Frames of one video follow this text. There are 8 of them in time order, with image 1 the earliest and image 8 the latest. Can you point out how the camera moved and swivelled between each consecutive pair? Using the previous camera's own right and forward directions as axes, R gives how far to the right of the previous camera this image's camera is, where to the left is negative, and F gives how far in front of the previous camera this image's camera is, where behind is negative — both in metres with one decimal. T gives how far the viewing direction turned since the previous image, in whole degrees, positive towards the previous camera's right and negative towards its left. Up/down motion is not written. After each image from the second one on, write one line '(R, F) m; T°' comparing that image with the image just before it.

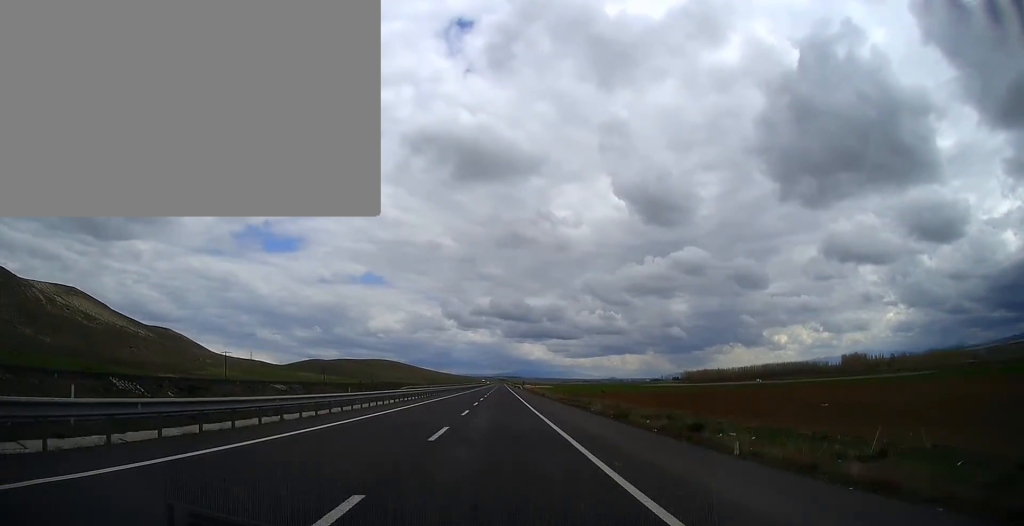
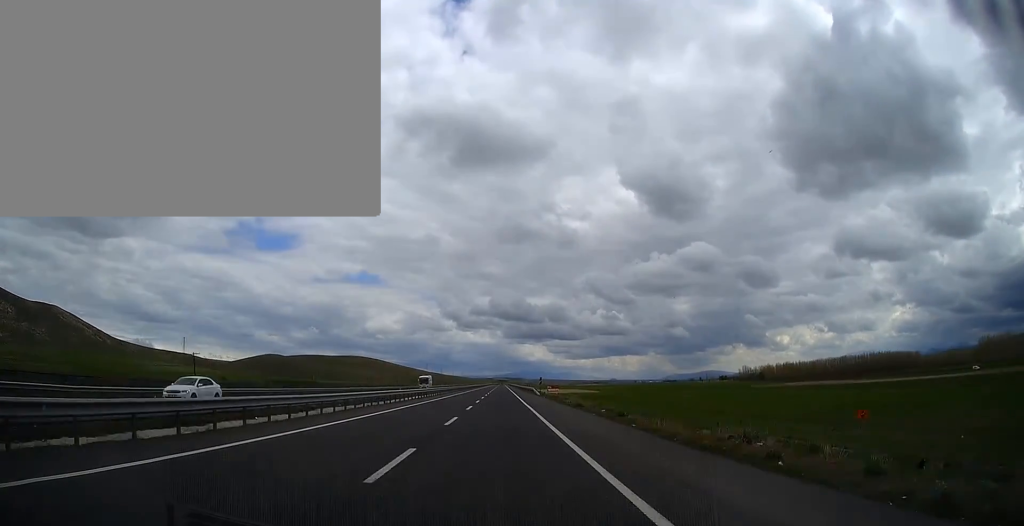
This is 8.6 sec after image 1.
(+0.3, +251.0) m; 0°
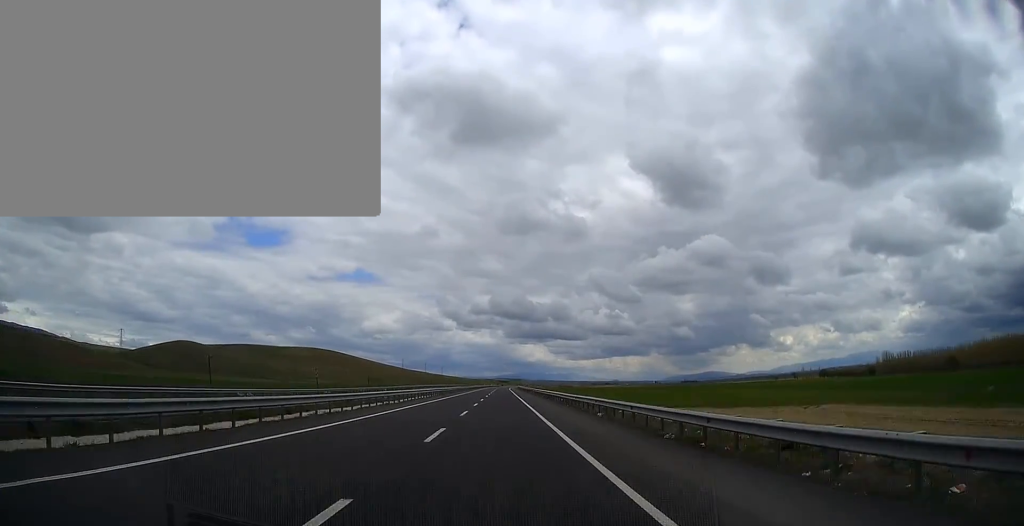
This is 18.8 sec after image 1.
(-0.5, +300.5) m; +1°
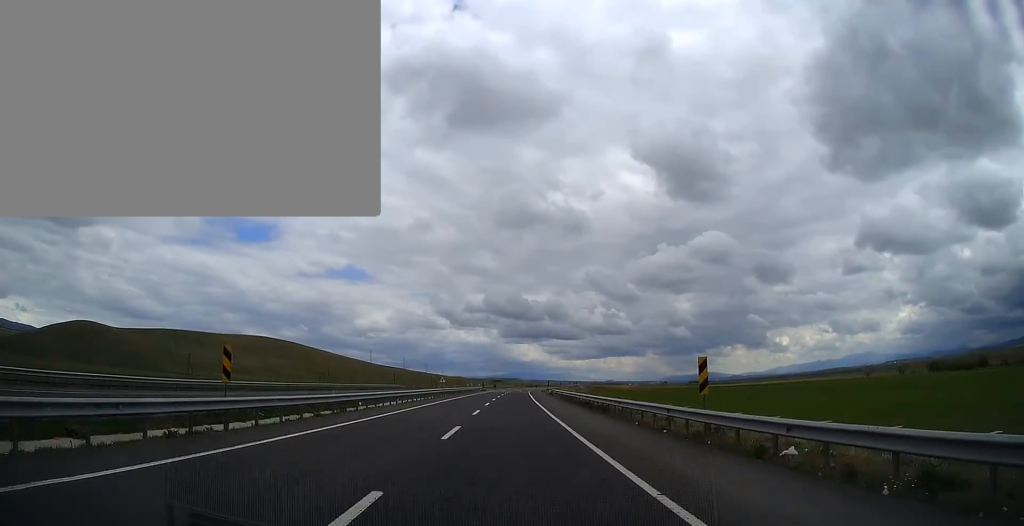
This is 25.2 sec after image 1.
(+2.7, +187.8) m; +3°
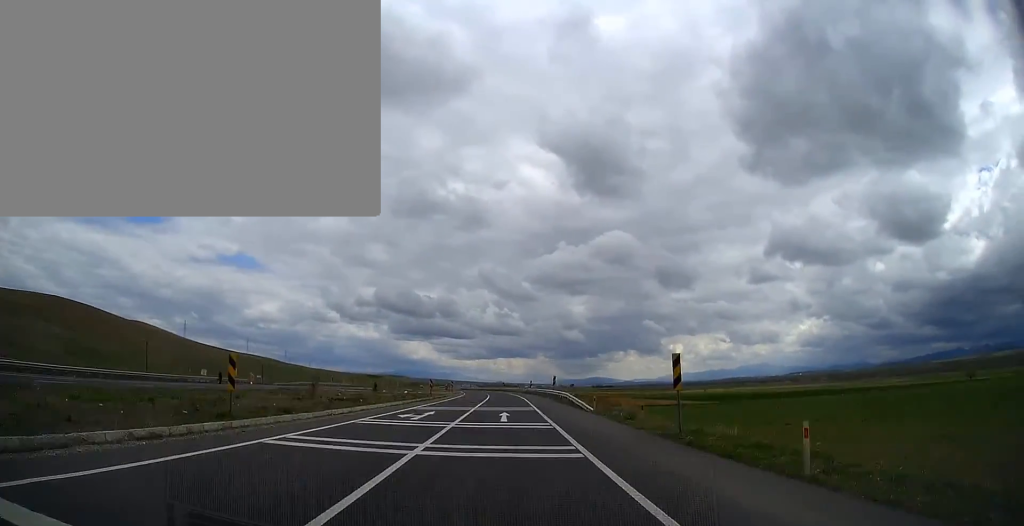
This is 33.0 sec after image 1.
(+12.0, +227.8) m; +3°
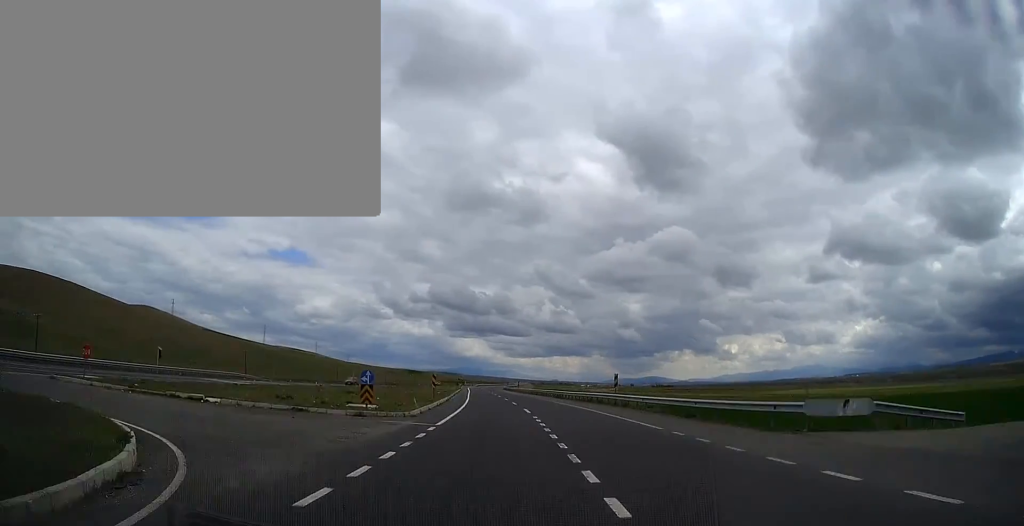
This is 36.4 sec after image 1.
(-1.8, +99.3) m; 0°
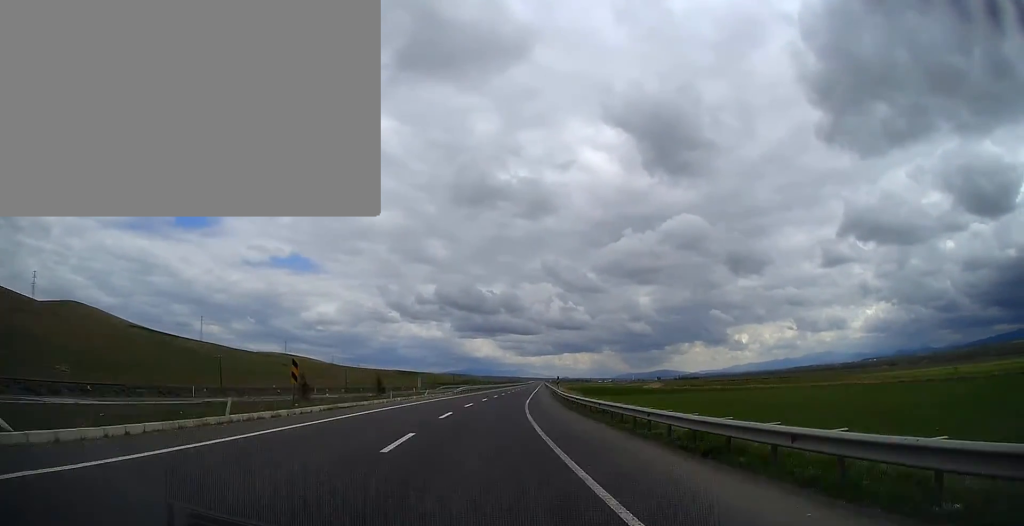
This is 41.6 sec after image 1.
(-2.2, +152.0) m; 0°
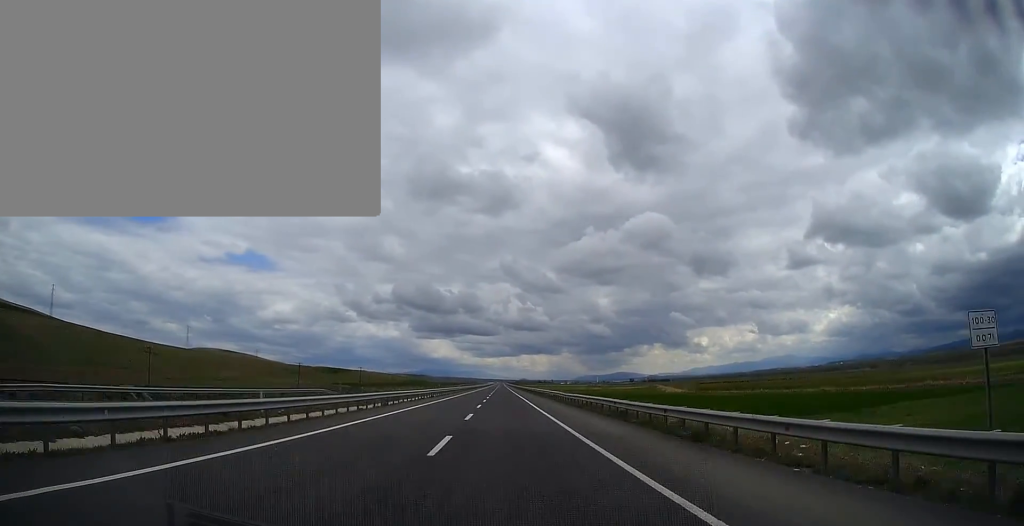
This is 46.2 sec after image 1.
(+2.6, +134.3) m; +1°
